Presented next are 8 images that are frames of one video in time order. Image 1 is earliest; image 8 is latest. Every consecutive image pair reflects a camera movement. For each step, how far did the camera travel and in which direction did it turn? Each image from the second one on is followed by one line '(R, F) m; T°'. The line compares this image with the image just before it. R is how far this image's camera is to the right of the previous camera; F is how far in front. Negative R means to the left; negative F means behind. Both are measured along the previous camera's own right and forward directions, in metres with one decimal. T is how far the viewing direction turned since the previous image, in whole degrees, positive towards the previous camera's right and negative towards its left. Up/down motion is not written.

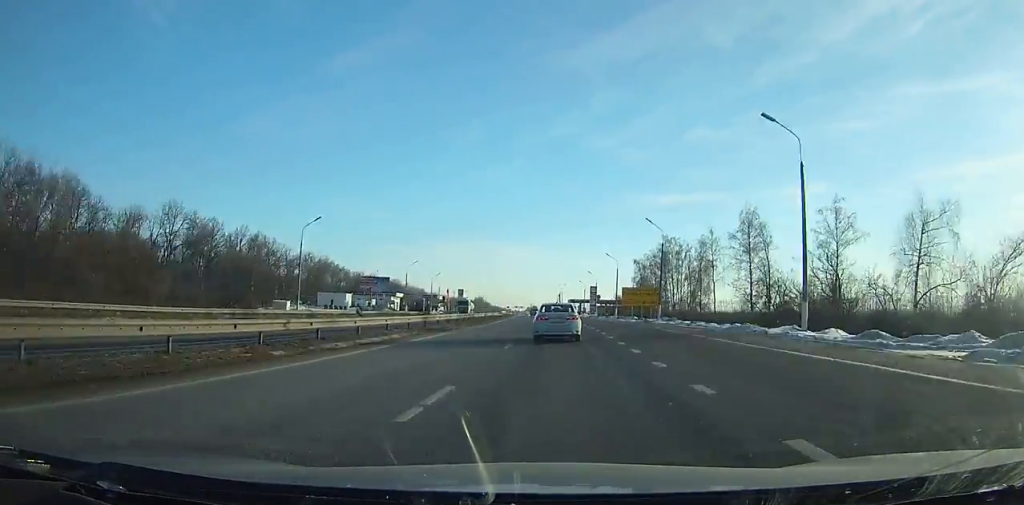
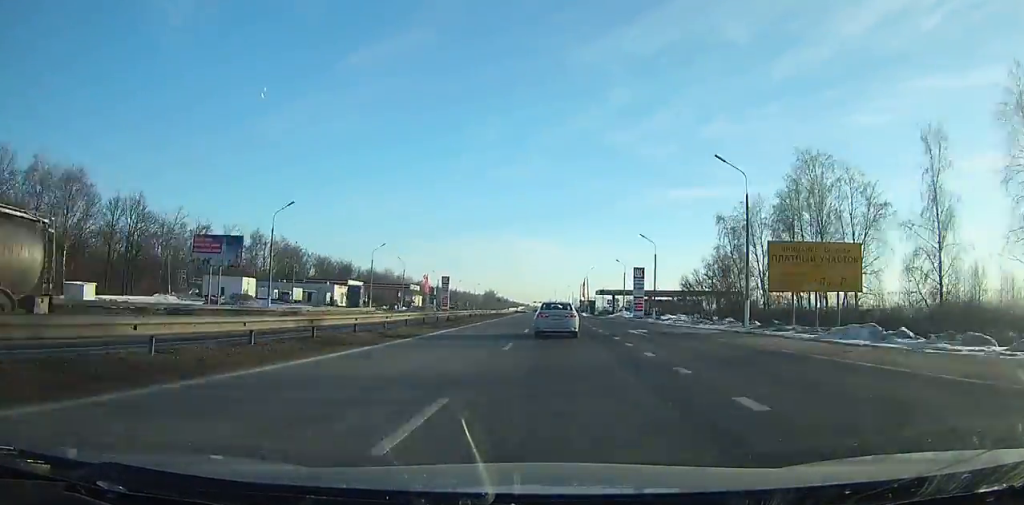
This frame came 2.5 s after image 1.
(-1.0, +61.8) m; -1°
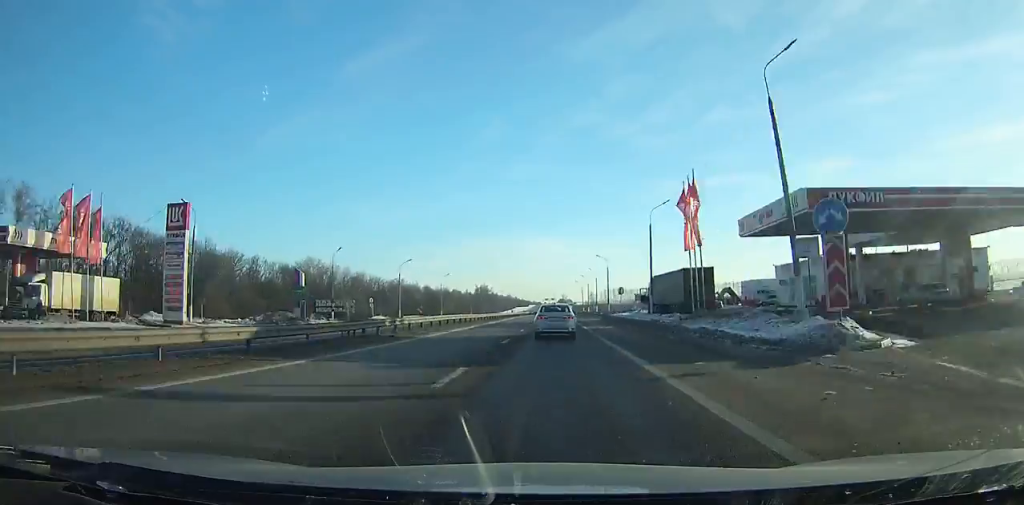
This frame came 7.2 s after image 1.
(-1.7, +115.3) m; -1°
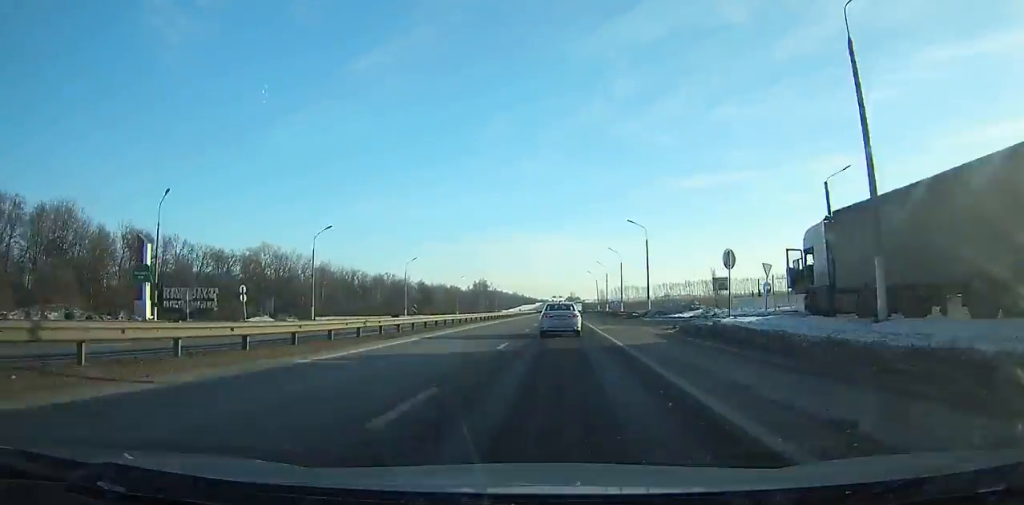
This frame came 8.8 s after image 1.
(-0.1, +39.3) m; 0°
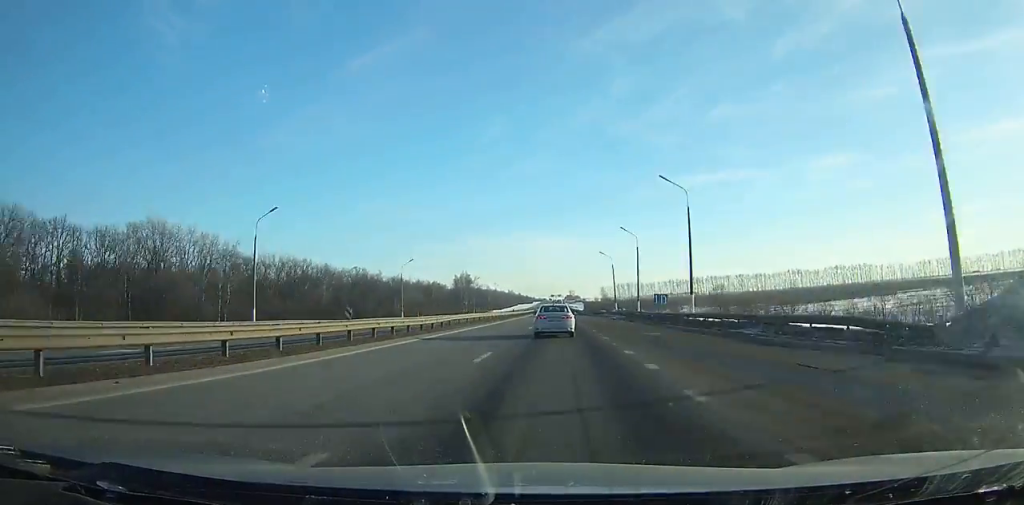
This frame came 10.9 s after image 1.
(-0.3, +51.7) m; 0°
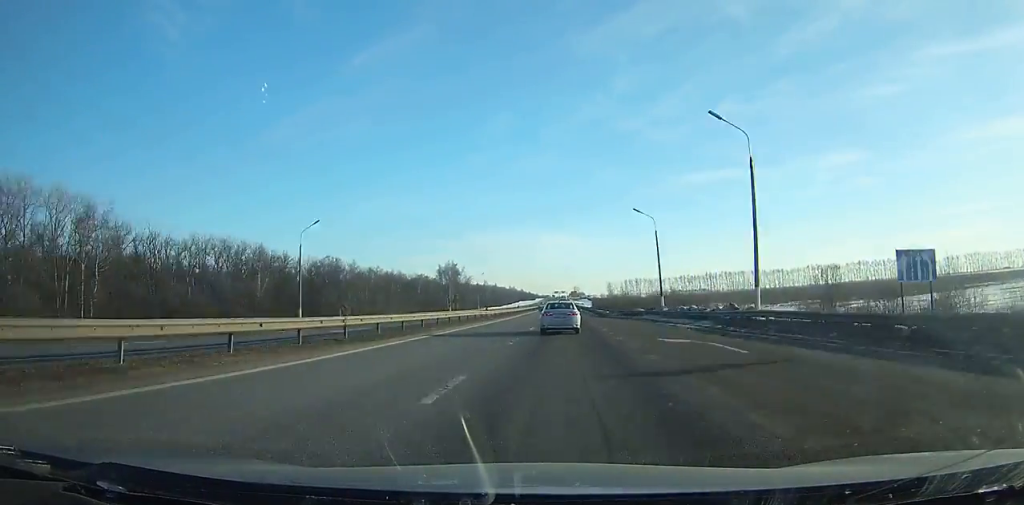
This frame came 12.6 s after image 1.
(0.0, +42.2) m; 0°
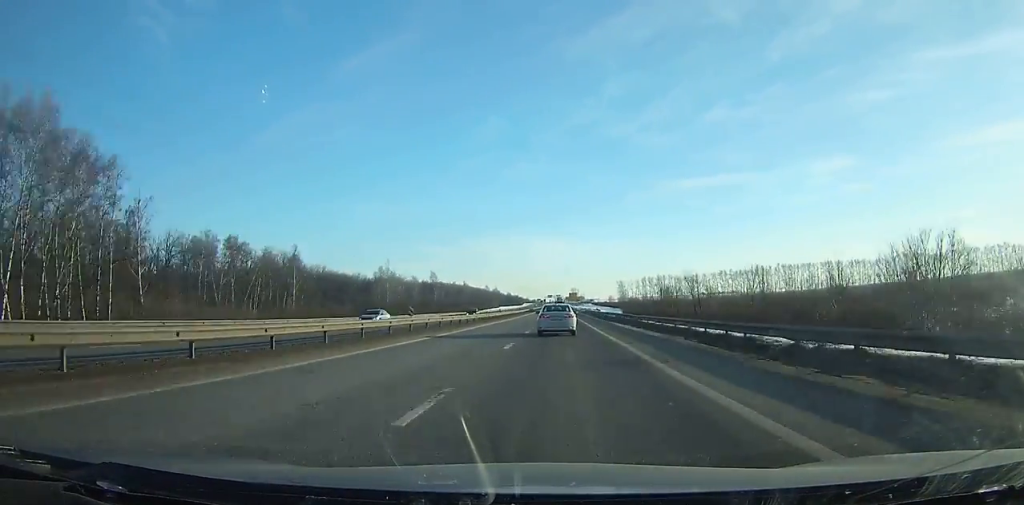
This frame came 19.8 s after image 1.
(+1.0, +180.6) m; 0°
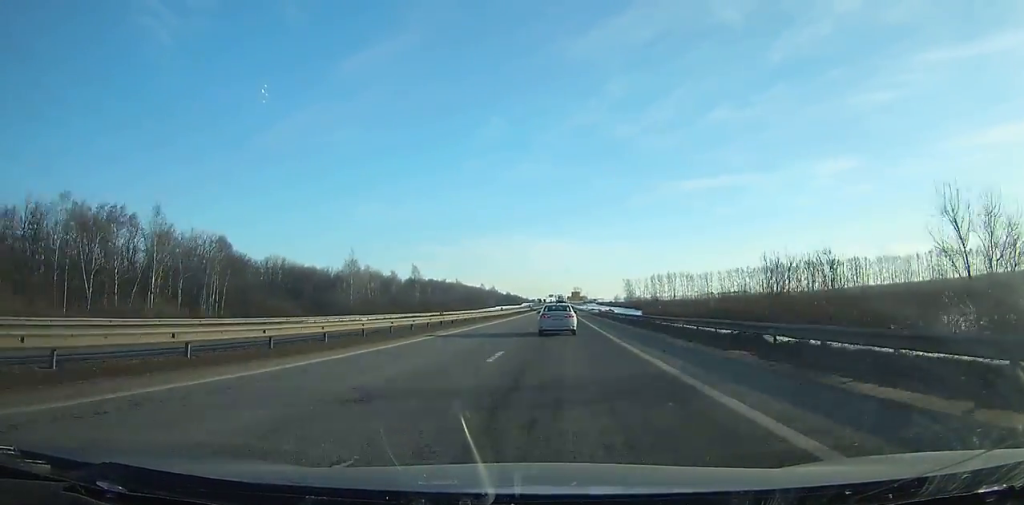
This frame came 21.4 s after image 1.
(0.0, +40.8) m; 0°
